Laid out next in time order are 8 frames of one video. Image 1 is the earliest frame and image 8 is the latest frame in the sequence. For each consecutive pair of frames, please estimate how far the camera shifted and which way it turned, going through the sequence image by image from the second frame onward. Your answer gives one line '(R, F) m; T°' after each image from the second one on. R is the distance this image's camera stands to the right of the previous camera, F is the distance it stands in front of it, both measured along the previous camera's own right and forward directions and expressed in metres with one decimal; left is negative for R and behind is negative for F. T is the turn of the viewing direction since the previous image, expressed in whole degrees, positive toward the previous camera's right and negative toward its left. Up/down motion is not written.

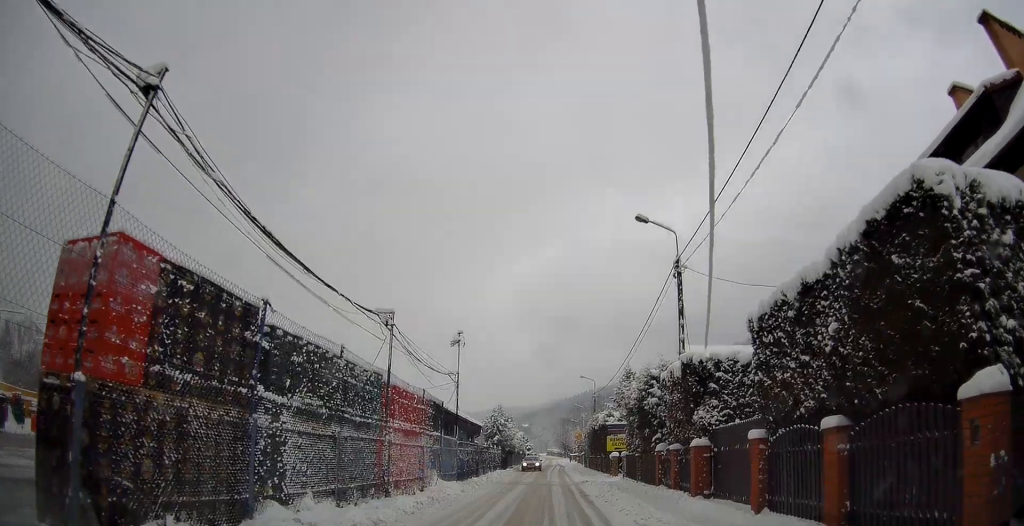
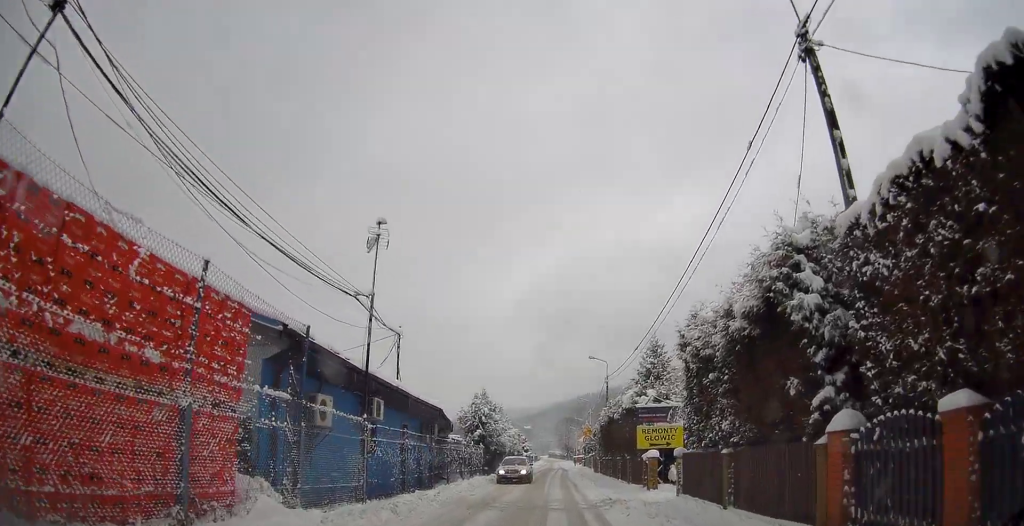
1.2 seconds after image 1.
(0.0, +12.6) m; -1°
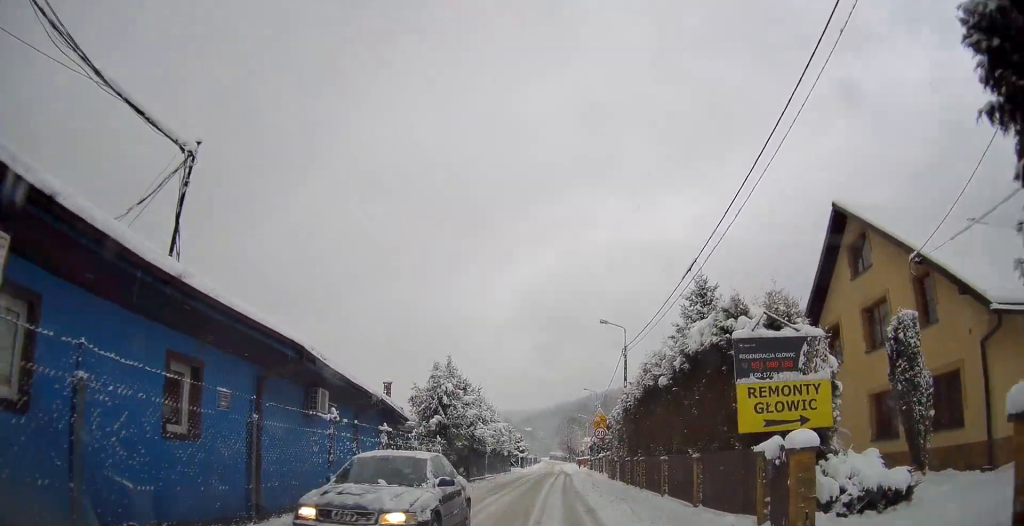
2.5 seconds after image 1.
(-0.1, +12.8) m; -1°
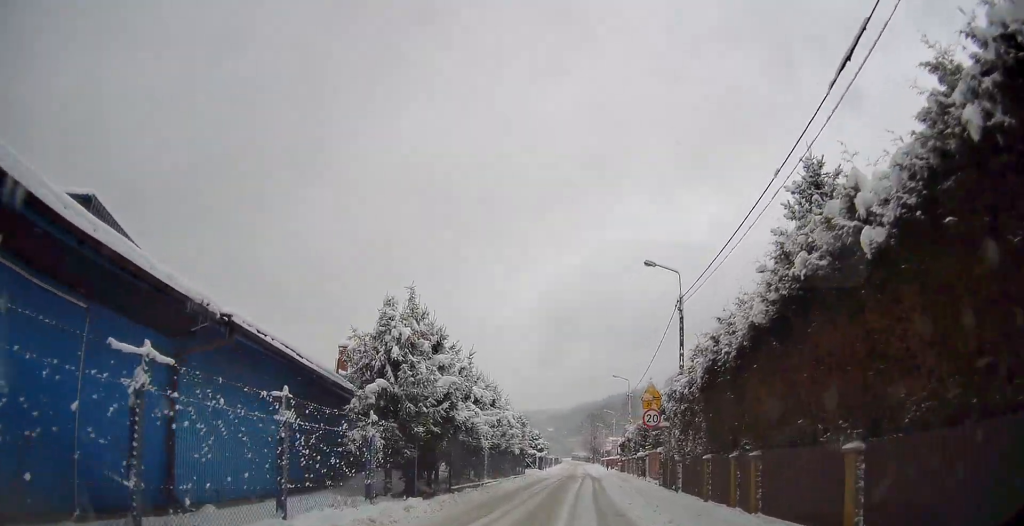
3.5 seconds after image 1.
(-0.1, +10.3) m; 0°
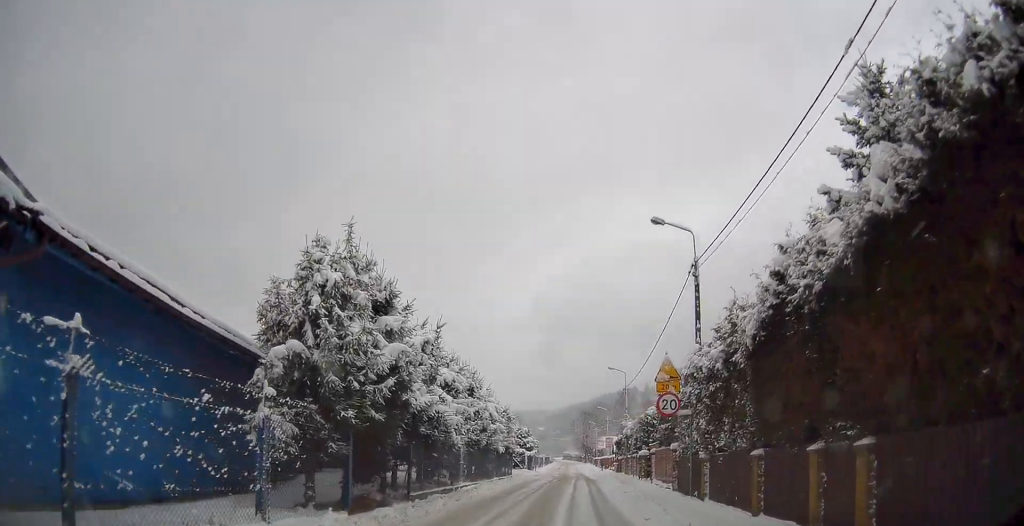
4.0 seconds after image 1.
(-0.1, +4.4) m; 0°
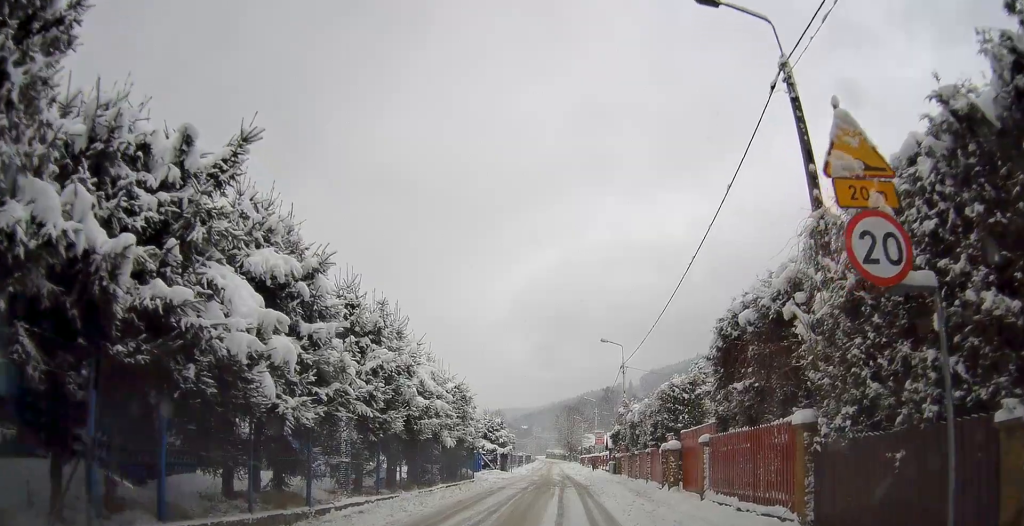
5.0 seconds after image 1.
(+0.3, +11.0) m; +1°
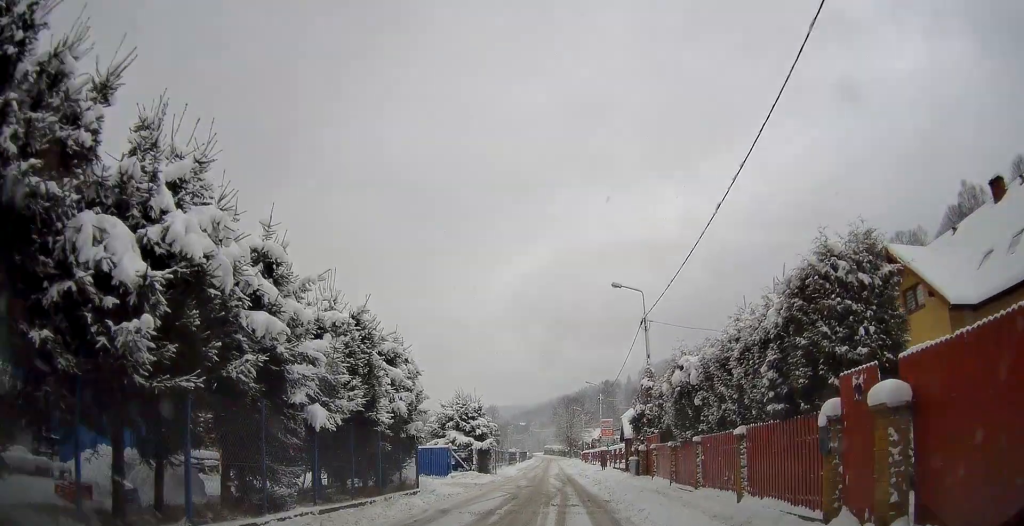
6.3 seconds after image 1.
(-0.1, +12.1) m; 0°
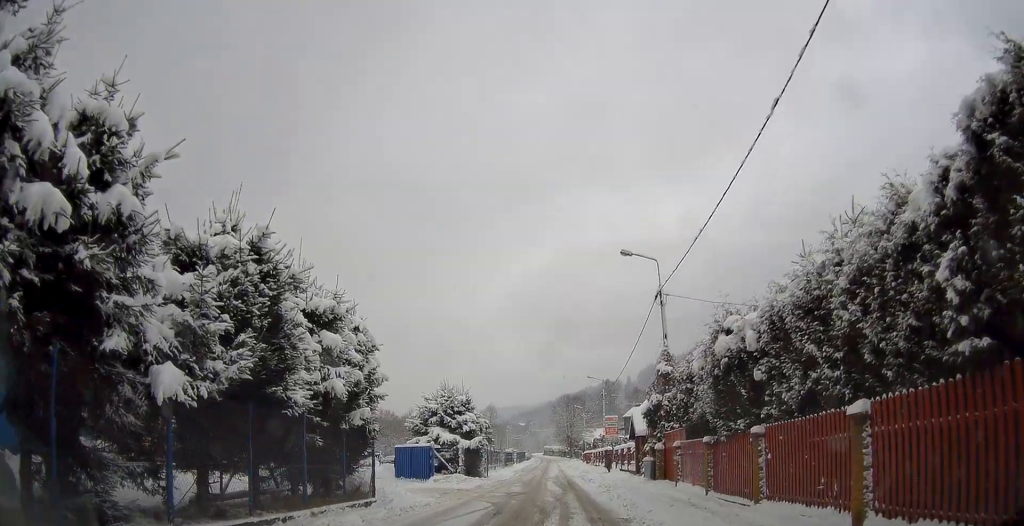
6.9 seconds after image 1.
(0.0, +5.2) m; +1°
